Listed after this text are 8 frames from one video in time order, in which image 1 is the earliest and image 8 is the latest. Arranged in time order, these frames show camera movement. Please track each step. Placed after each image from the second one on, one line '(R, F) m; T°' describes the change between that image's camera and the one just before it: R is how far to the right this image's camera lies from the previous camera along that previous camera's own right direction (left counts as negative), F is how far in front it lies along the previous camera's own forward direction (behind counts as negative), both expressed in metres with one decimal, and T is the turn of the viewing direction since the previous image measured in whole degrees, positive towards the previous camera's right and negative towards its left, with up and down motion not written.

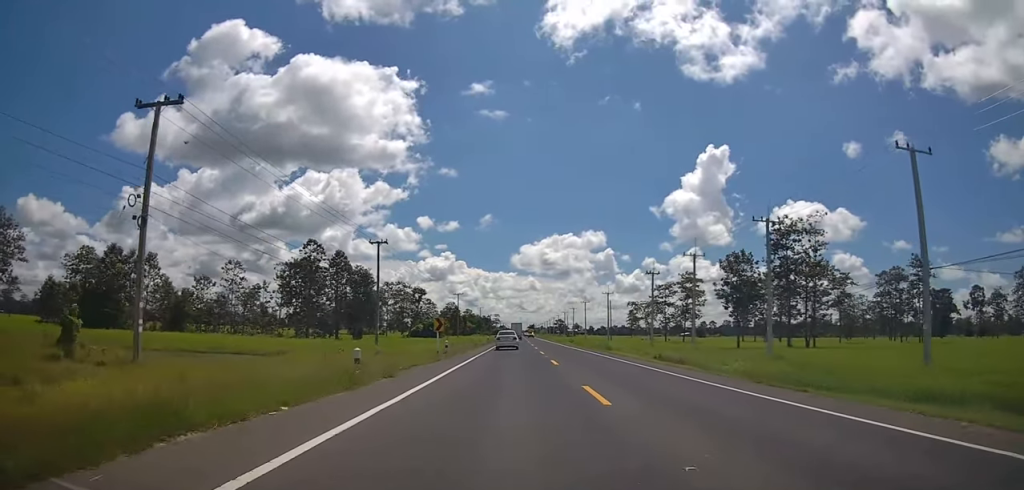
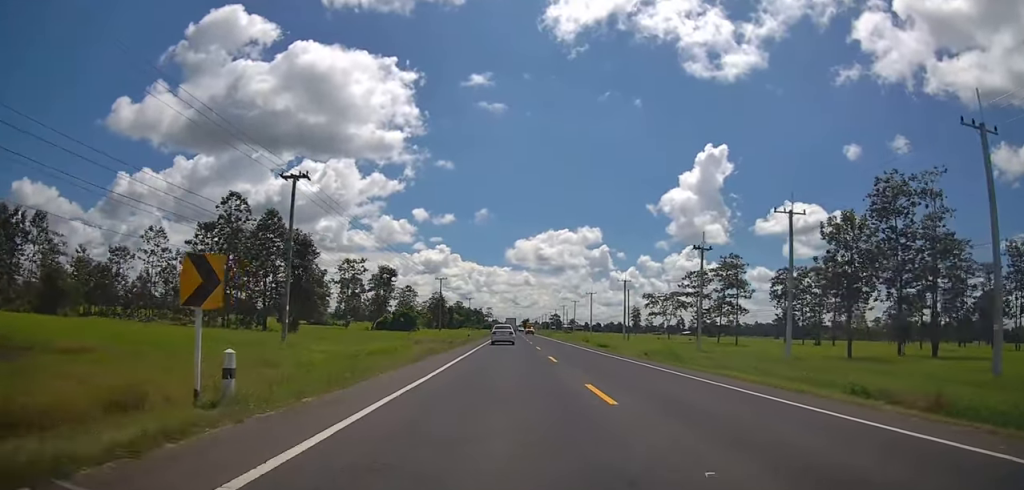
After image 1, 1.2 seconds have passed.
(-0.7, +24.6) m; -1°
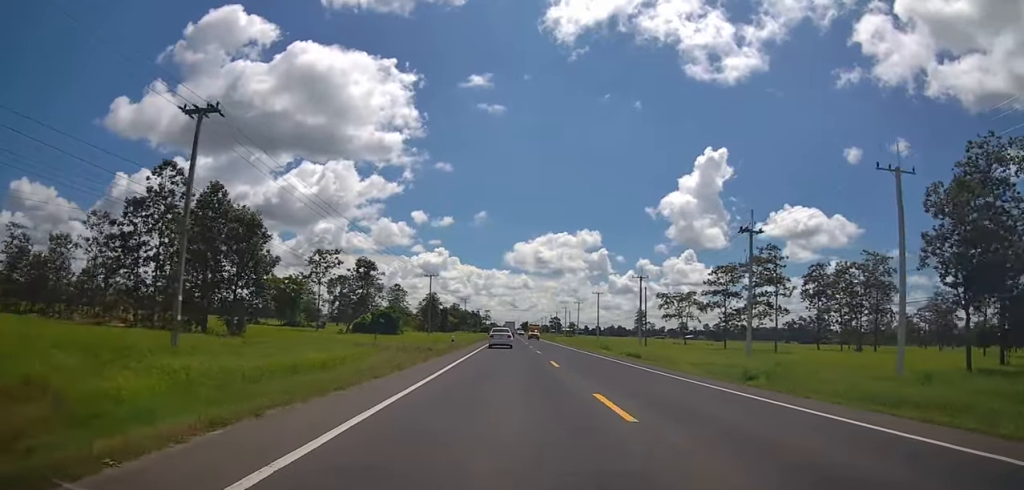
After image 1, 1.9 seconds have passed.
(0.0, +13.3) m; +1°
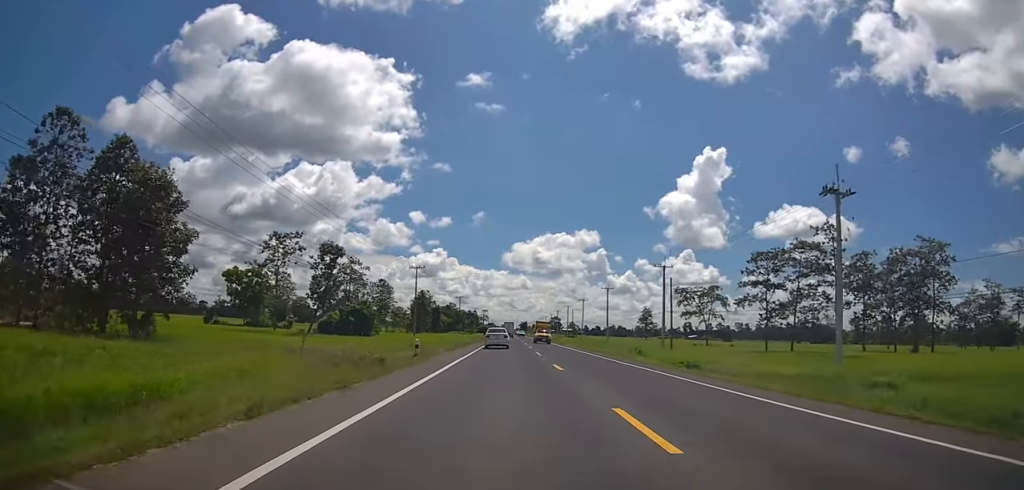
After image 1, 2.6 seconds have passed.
(+0.4, +14.3) m; +2°
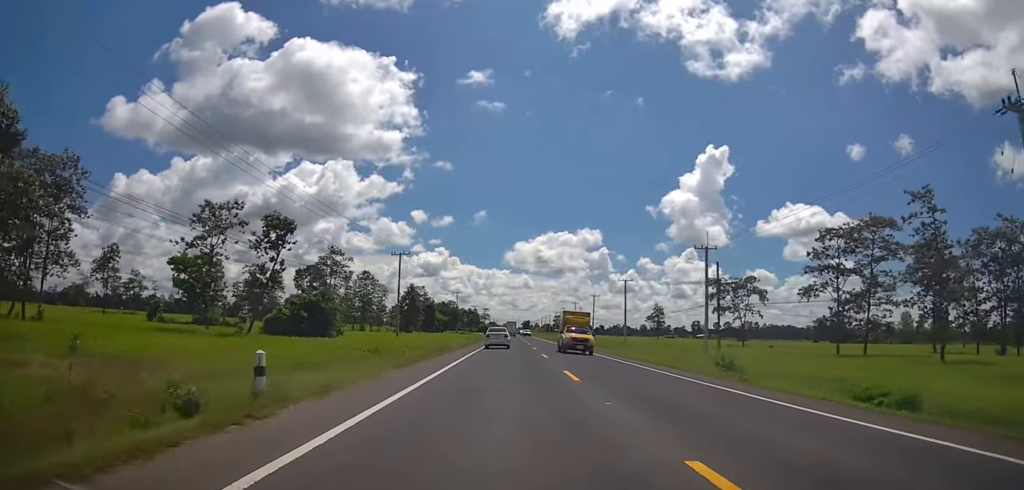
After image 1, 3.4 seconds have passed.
(0.0, +15.5) m; 0°
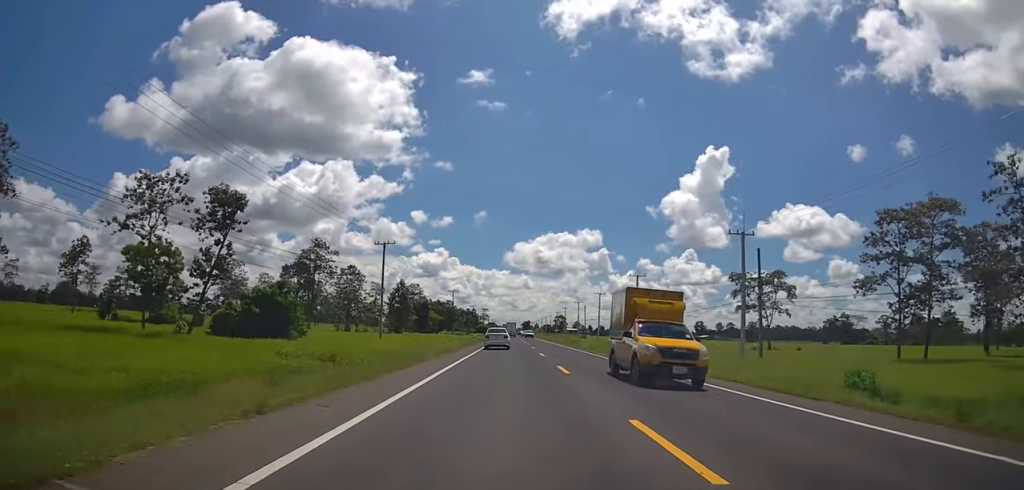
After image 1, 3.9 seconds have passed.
(0.0, +9.5) m; 0°
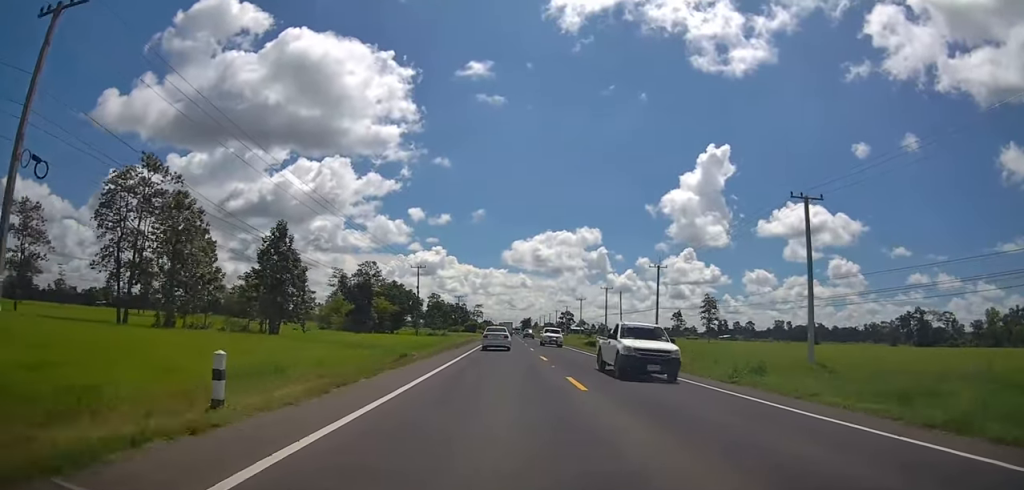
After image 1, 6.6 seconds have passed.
(-0.1, +52.5) m; 0°
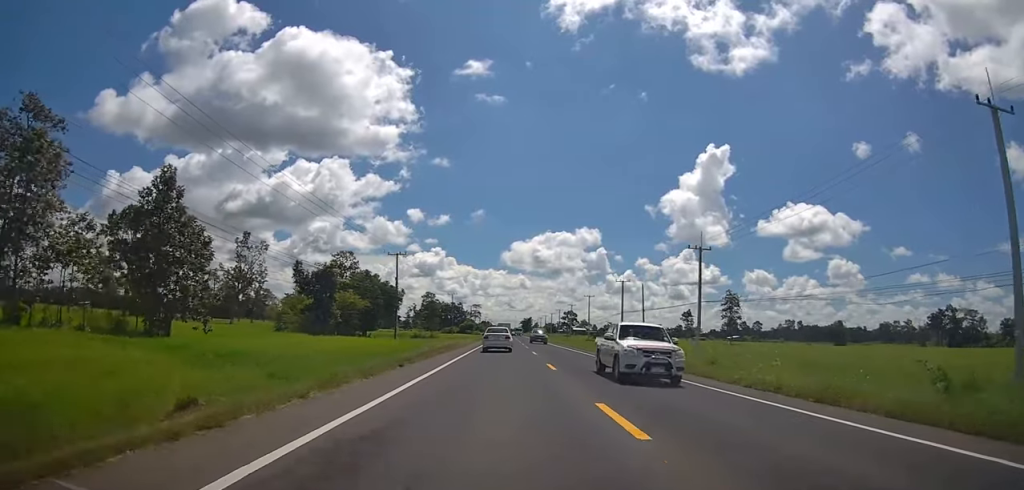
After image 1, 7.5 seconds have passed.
(0.0, +17.7) m; 0°
